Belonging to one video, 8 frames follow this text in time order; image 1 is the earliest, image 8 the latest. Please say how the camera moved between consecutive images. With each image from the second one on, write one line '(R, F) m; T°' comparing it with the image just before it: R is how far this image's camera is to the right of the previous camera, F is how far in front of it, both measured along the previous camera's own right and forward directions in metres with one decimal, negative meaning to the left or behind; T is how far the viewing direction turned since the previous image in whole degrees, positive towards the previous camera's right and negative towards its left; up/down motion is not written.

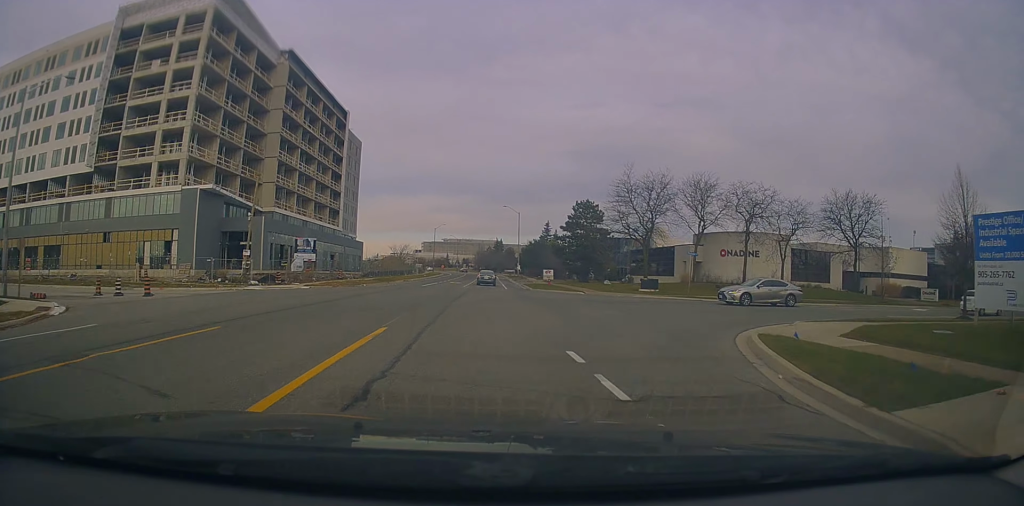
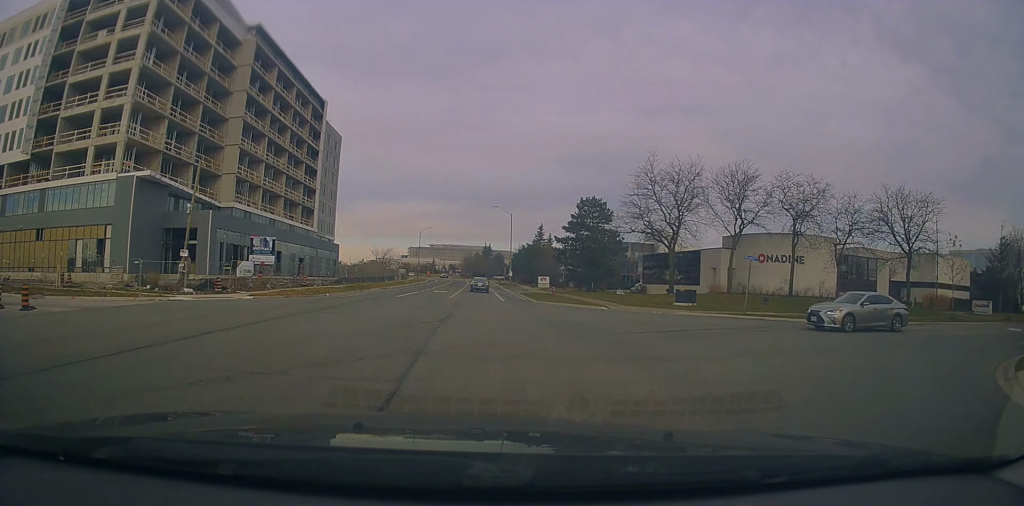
(0.0, +9.8) m; +2°
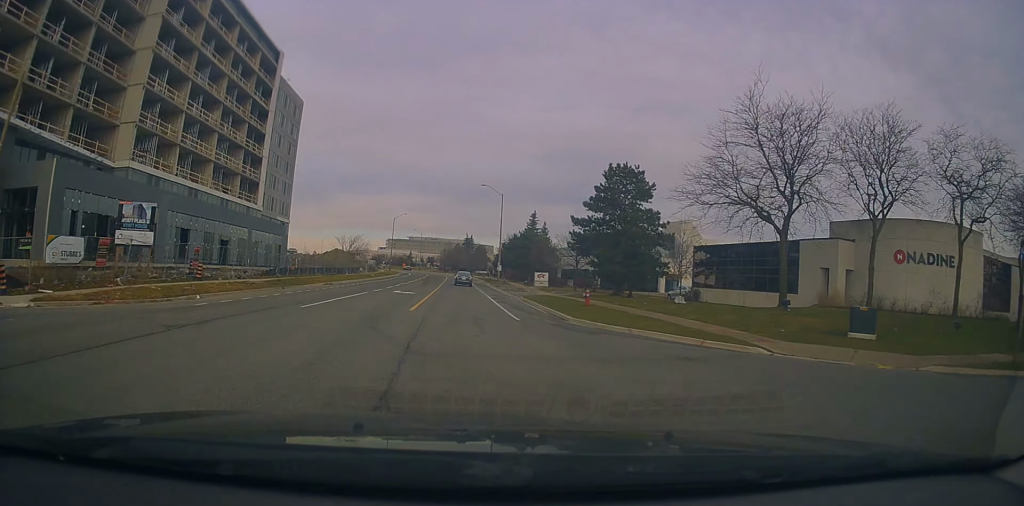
(+0.7, +18.5) m; +2°
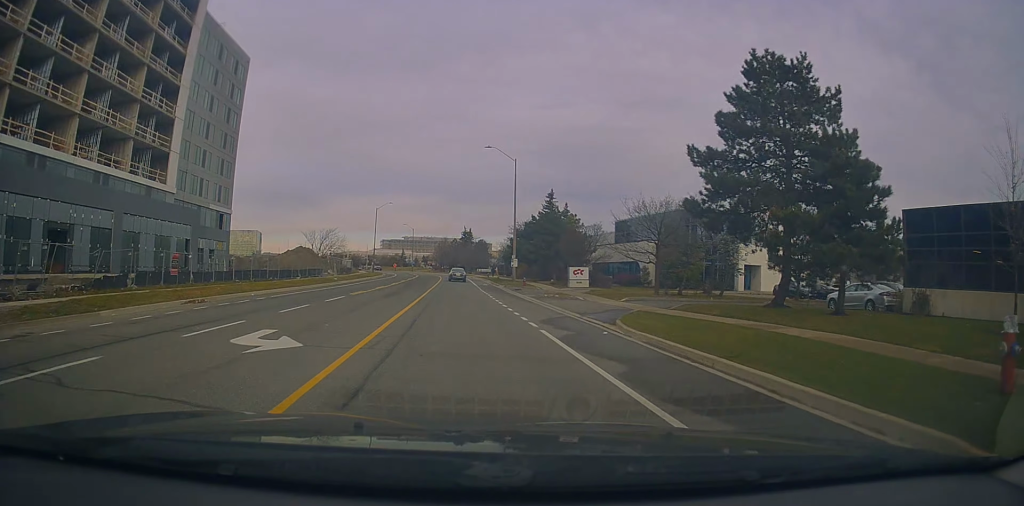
(-0.4, +23.5) m; 0°
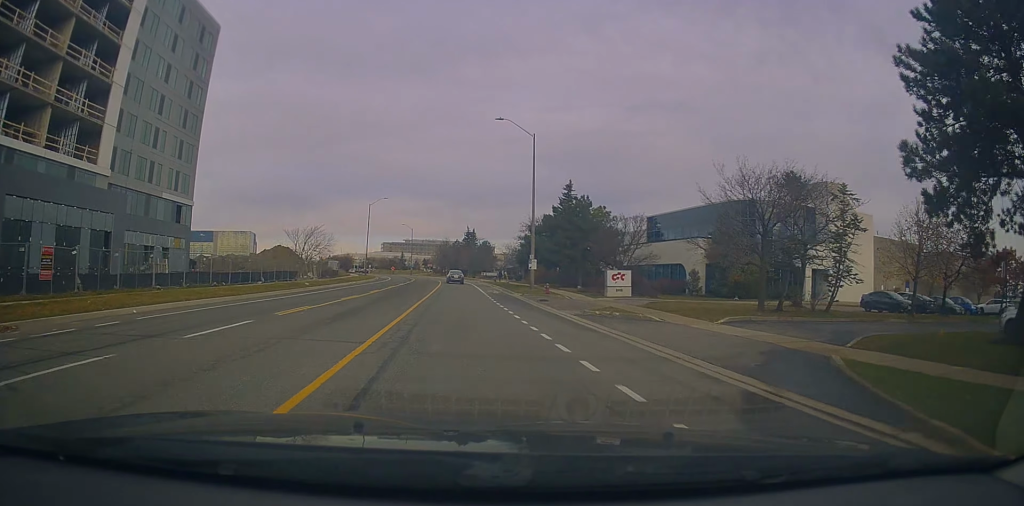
(+0.2, +11.9) m; +1°
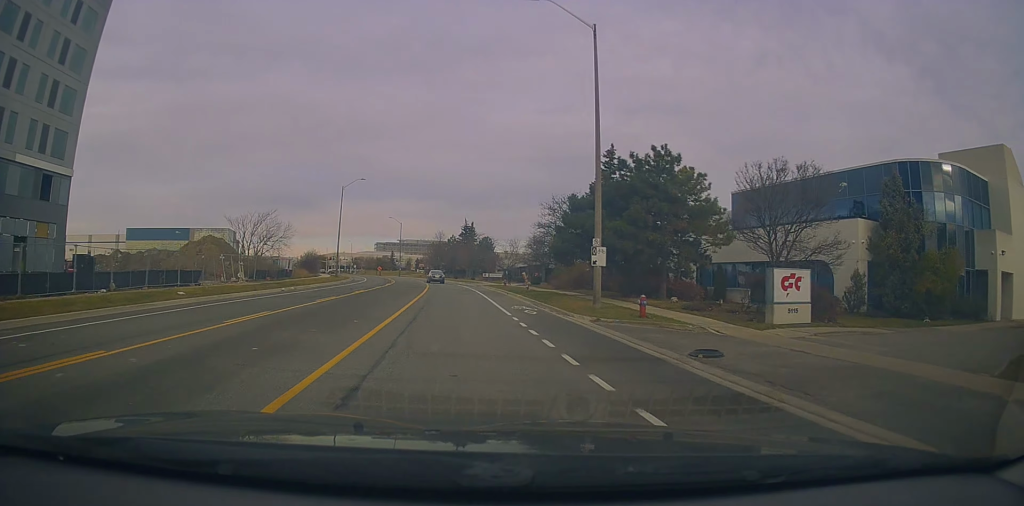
(+0.5, +21.5) m; +1°
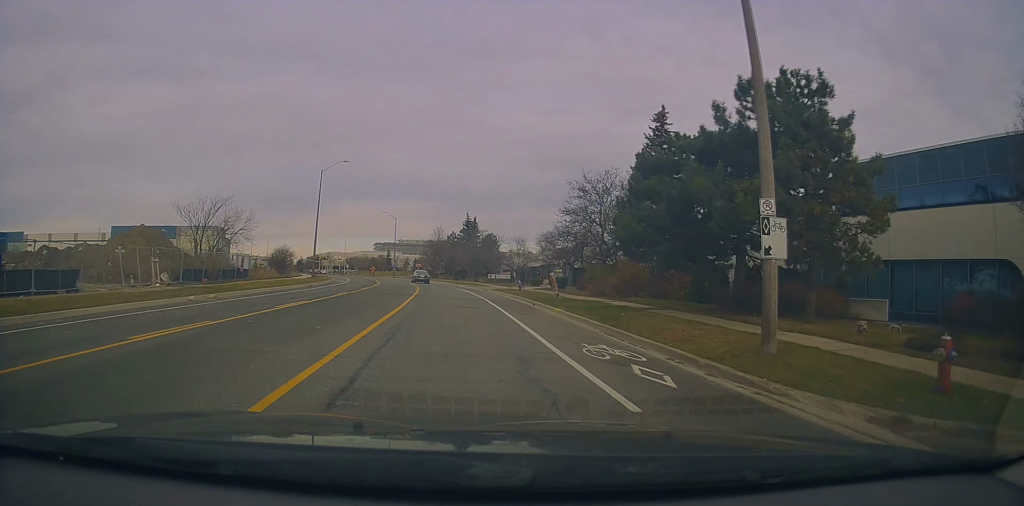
(0.0, +13.0) m; -1°
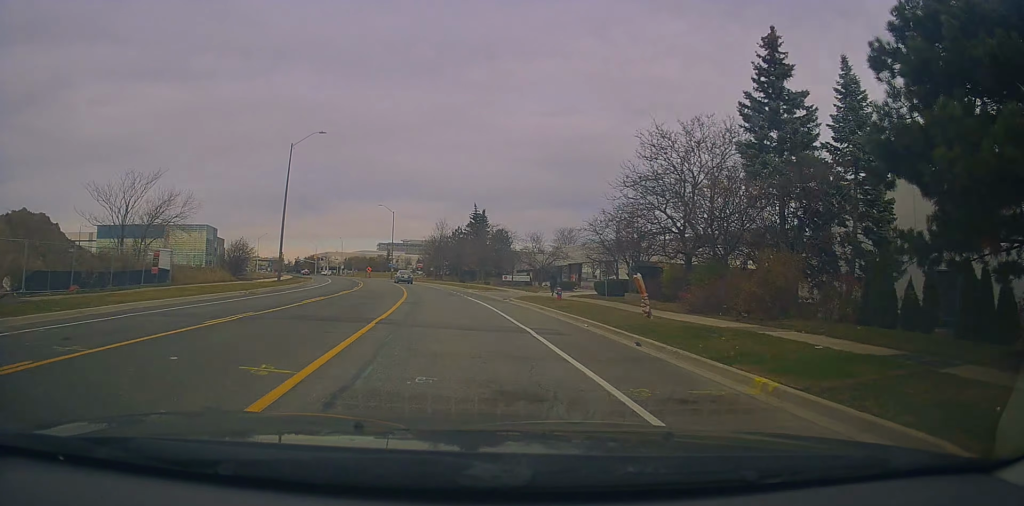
(-0.2, +14.7) m; -2°
